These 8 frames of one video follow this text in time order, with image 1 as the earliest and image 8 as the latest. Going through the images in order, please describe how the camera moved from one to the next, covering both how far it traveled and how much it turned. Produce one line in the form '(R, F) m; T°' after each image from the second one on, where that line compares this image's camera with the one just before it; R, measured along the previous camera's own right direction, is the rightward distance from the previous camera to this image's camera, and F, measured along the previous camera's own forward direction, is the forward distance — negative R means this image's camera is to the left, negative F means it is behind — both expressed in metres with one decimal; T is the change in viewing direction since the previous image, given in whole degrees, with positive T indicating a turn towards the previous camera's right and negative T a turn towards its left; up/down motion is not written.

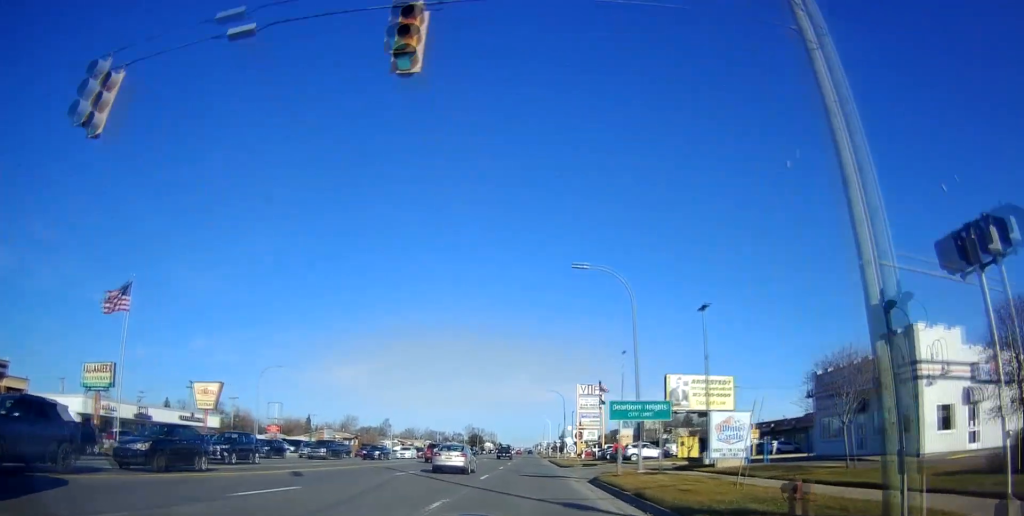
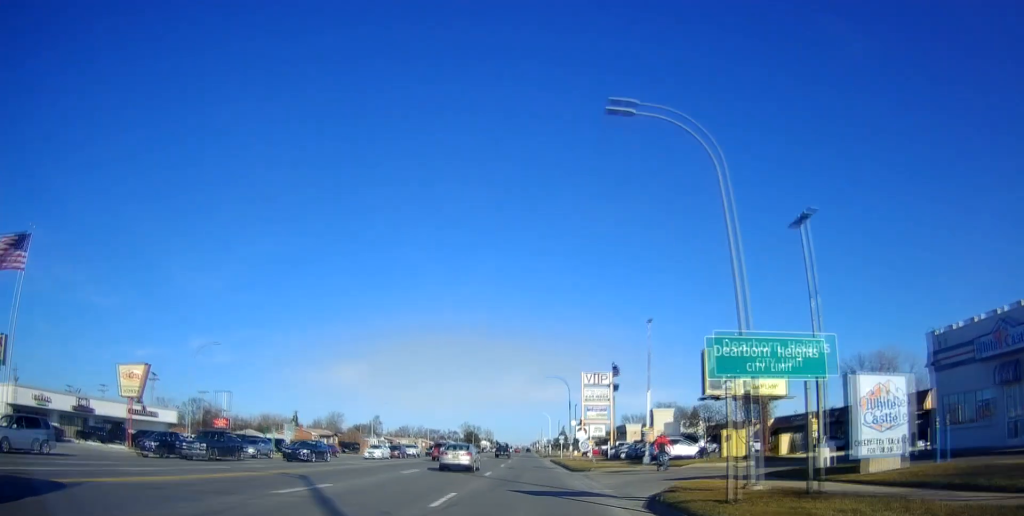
(0.0, +11.0) m; +2°
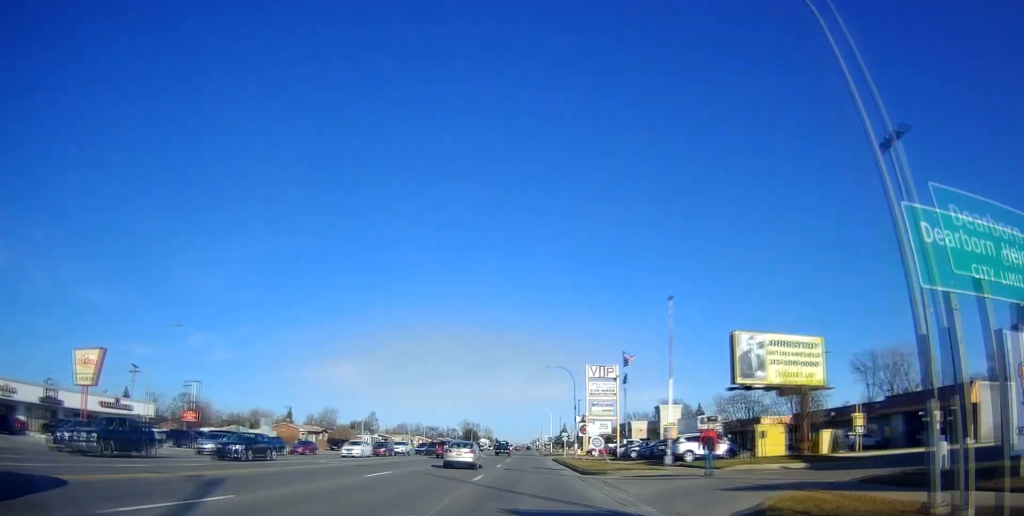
(+0.1, +5.5) m; +1°
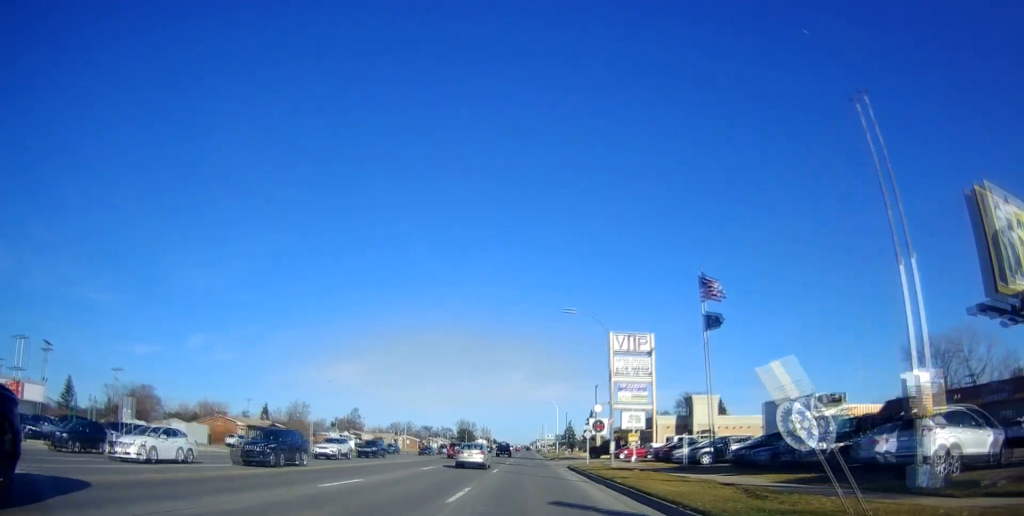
(0.0, +21.4) m; 0°
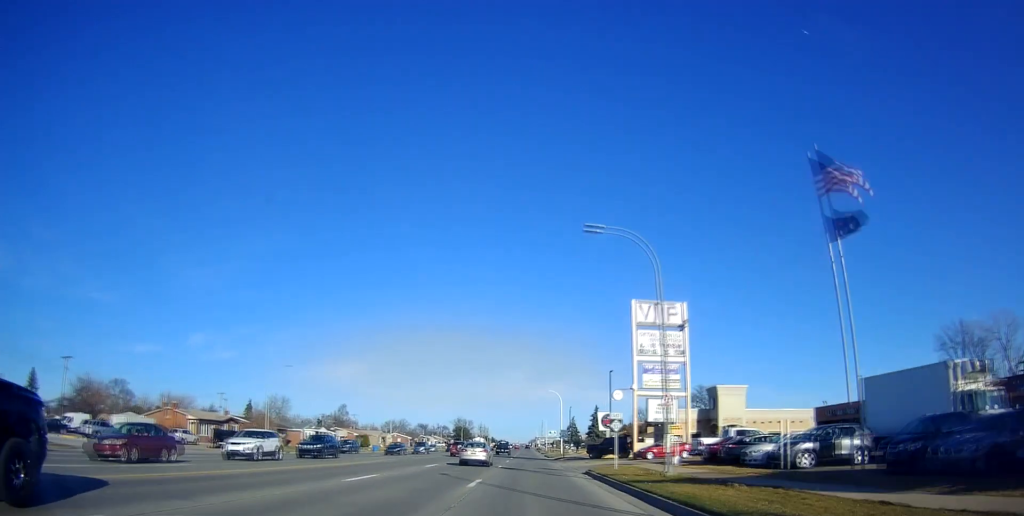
(+0.2, +12.3) m; 0°
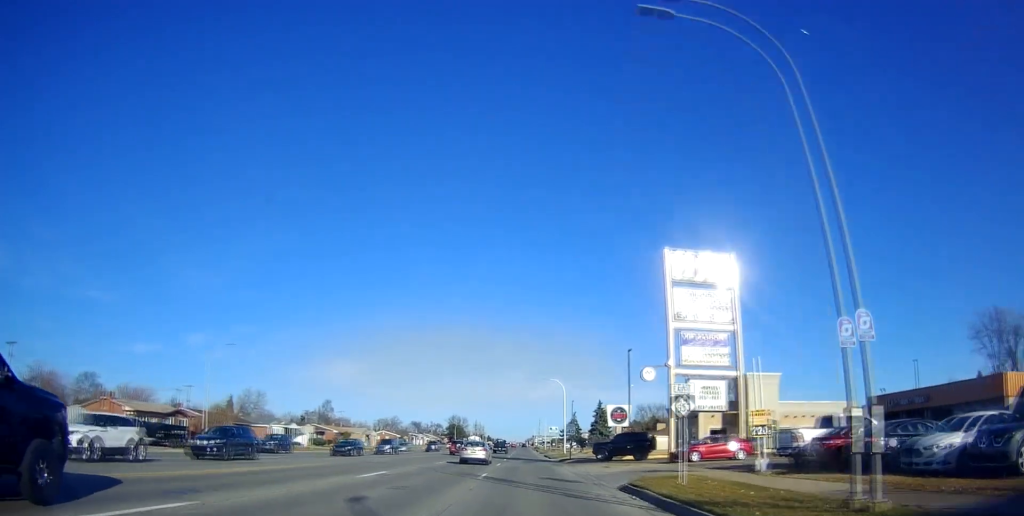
(0.0, +11.8) m; 0°
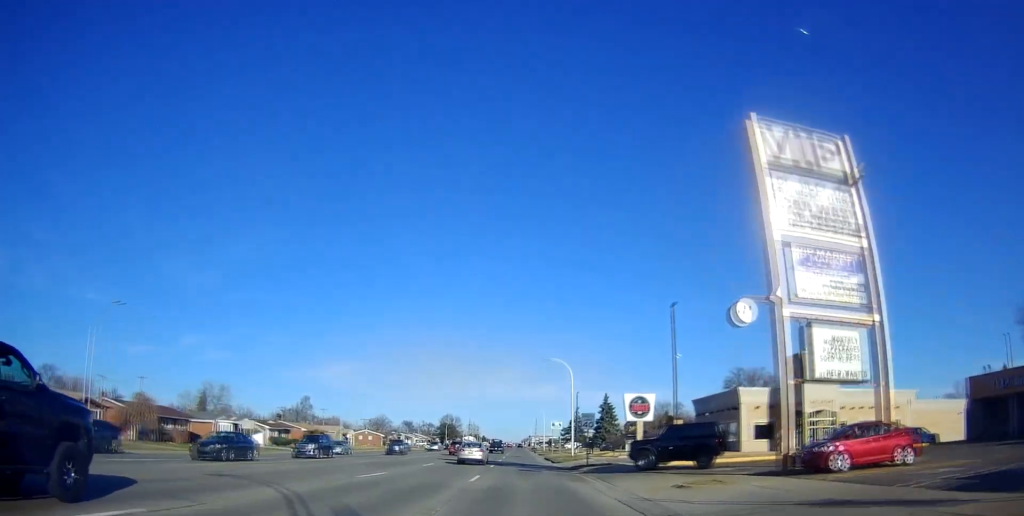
(-0.2, +15.2) m; +1°
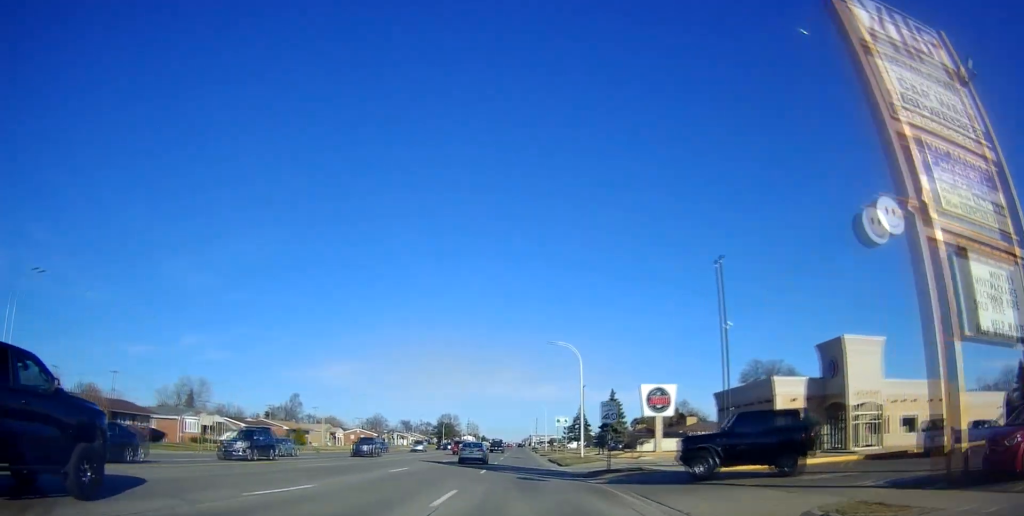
(+0.2, +8.1) m; +1°
